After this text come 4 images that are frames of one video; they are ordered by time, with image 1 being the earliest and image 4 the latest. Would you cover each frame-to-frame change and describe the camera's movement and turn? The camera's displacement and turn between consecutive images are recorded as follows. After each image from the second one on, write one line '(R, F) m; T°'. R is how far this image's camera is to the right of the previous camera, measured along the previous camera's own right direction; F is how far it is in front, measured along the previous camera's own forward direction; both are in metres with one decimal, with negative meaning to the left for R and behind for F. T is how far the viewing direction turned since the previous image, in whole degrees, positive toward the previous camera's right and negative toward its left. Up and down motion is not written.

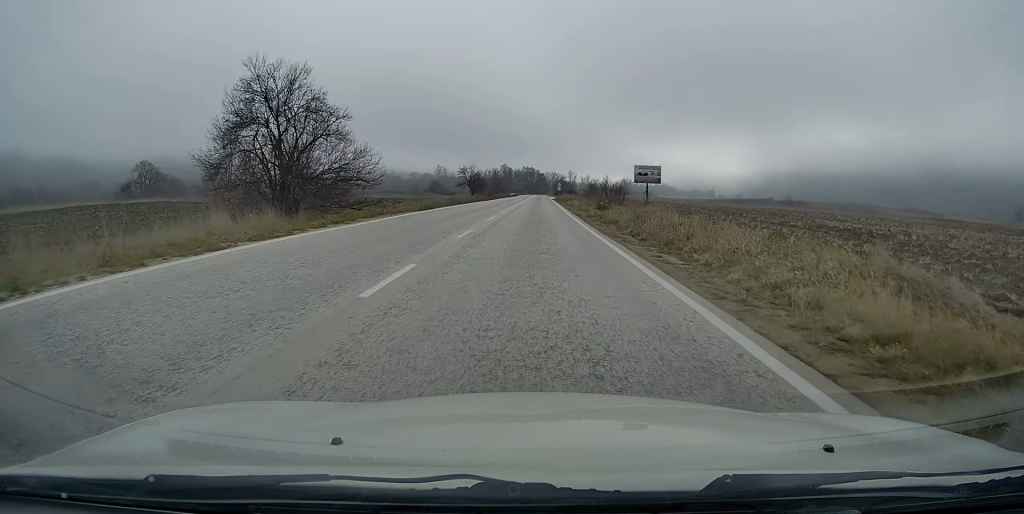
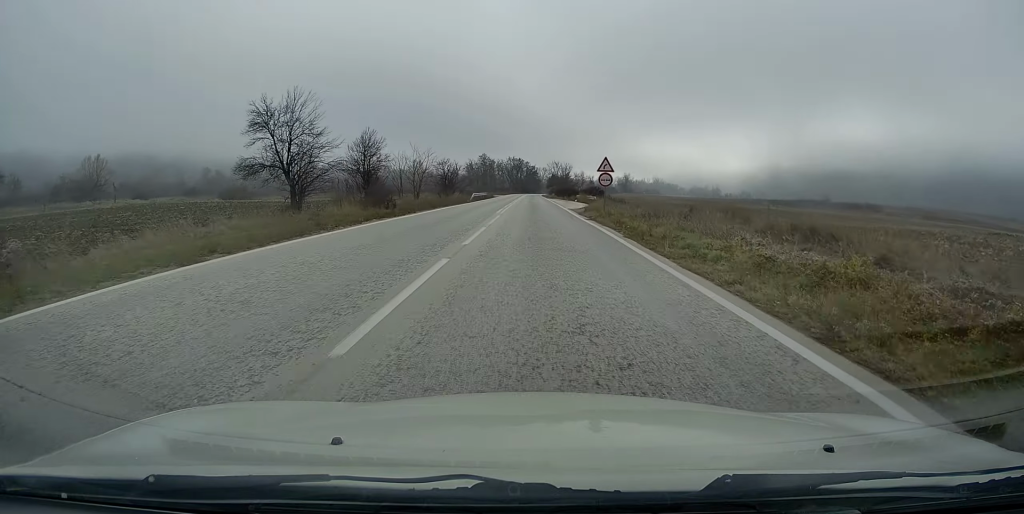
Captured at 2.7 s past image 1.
(+1.0, +75.5) m; +1°
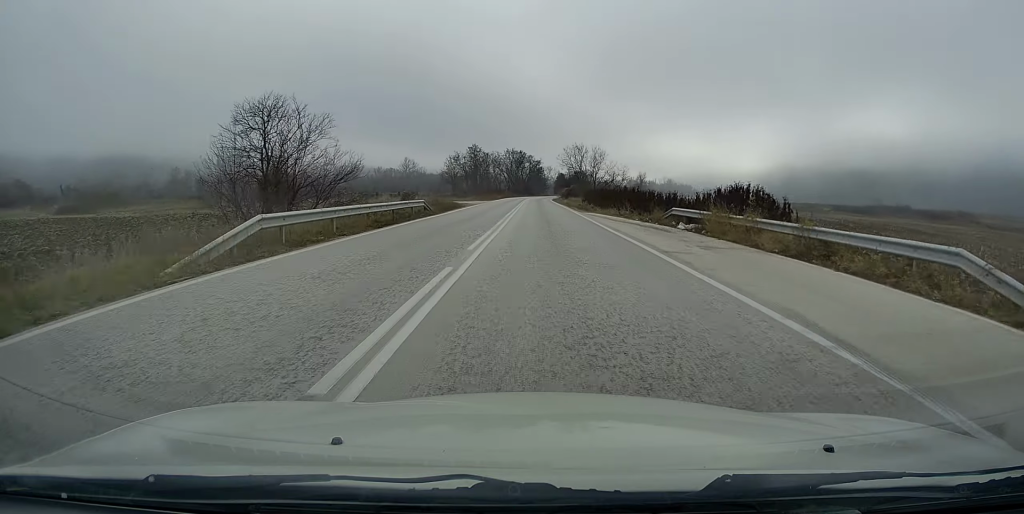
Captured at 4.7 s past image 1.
(0.0, +54.3) m; 0°
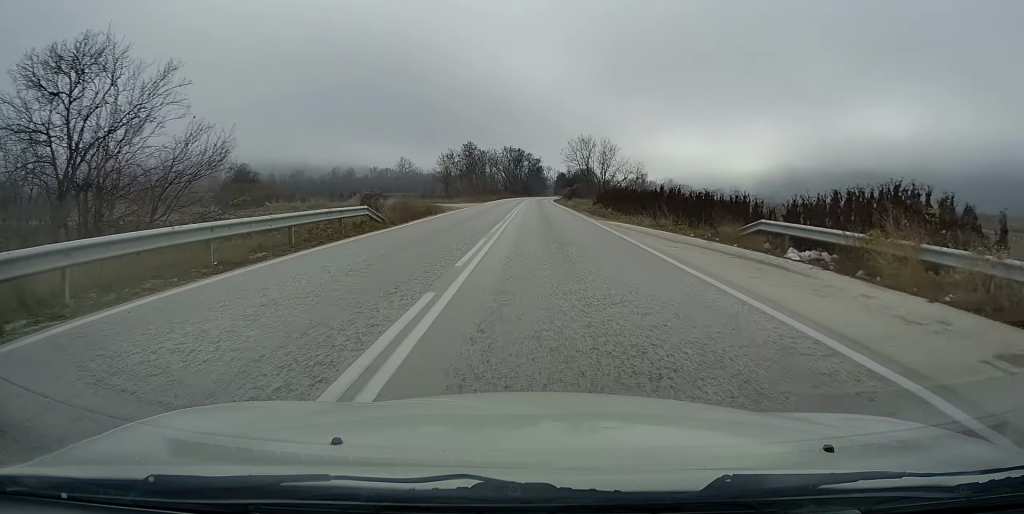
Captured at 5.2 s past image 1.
(0.0, +11.5) m; 0°
